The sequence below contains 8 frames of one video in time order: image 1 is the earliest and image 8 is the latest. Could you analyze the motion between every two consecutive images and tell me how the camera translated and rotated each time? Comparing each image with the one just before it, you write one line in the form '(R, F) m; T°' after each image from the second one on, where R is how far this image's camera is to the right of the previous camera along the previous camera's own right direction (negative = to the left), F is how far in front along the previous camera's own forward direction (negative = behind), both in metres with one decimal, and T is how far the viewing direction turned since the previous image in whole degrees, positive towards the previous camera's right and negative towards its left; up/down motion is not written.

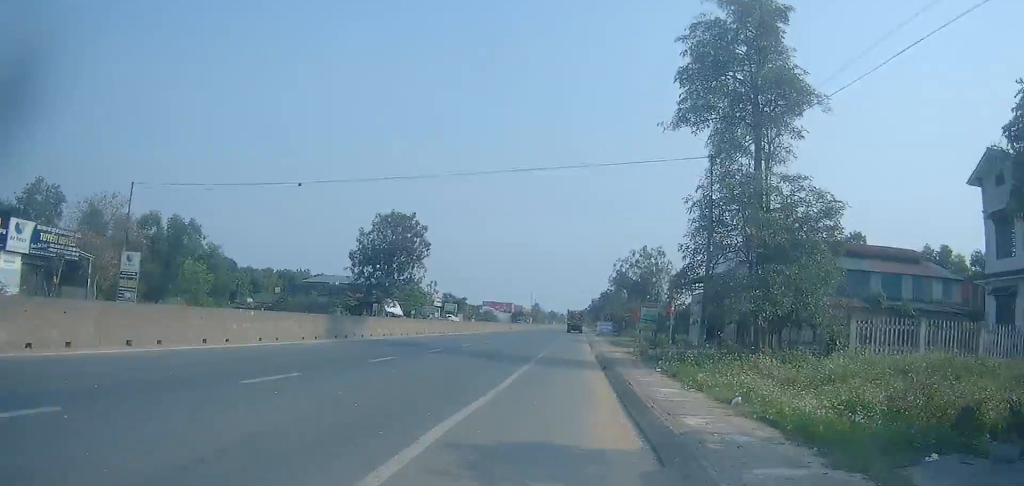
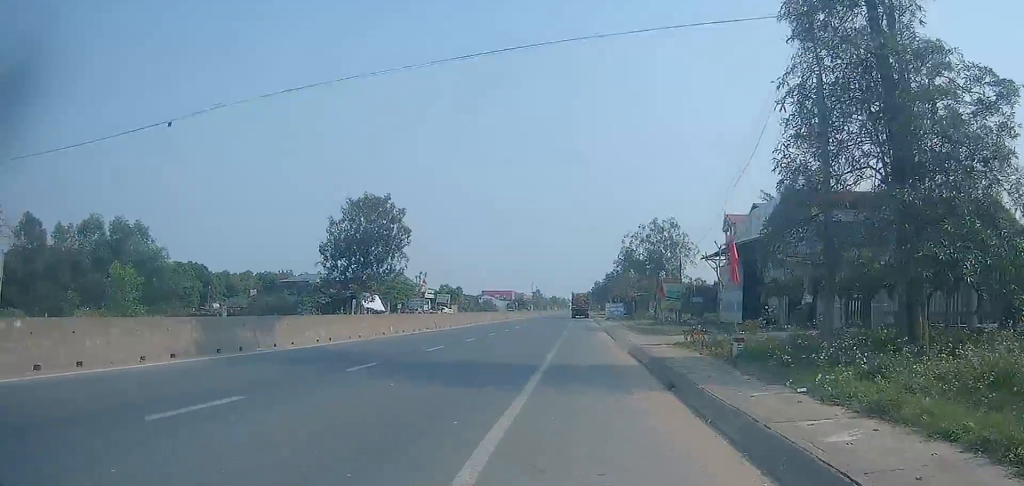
(+0.4, +10.9) m; +6°
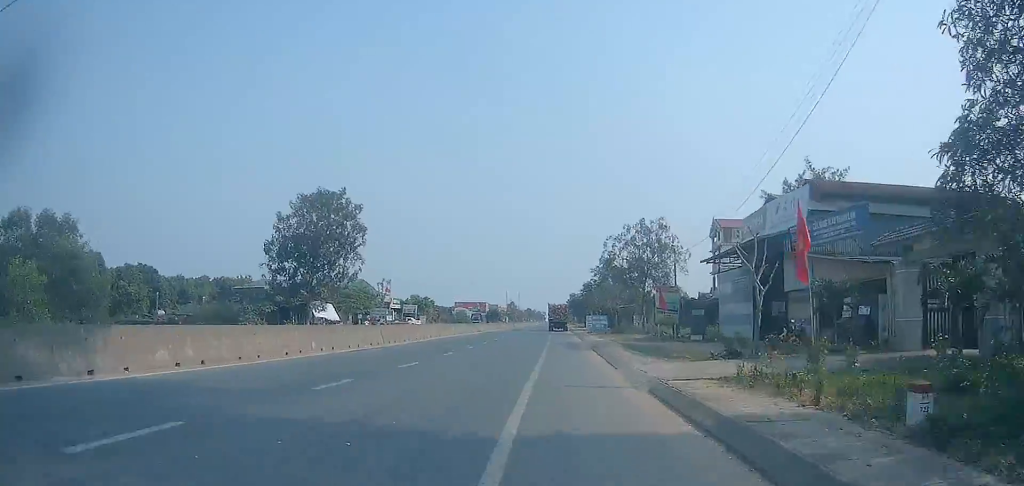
(+0.3, +8.6) m; +2°
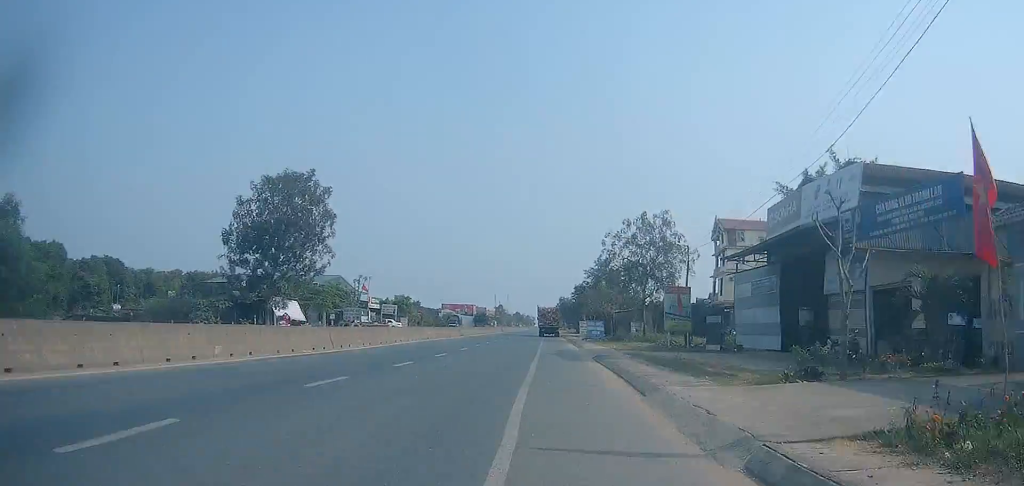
(0.0, +7.1) m; 0°
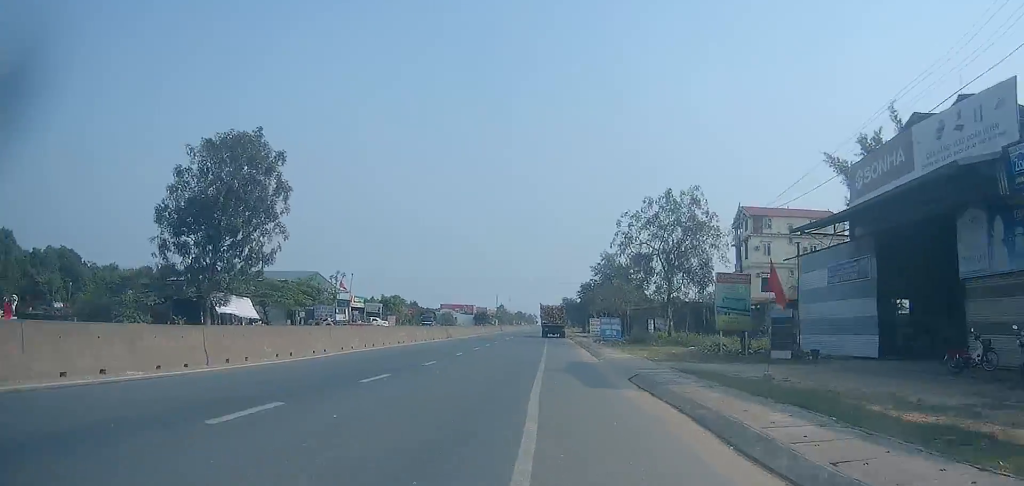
(0.0, +11.1) m; 0°
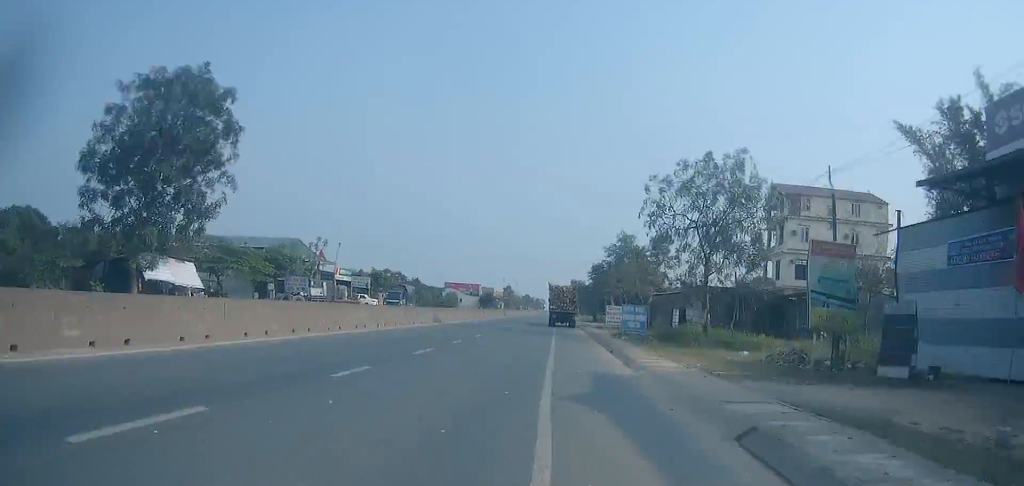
(+0.1, +9.5) m; 0°
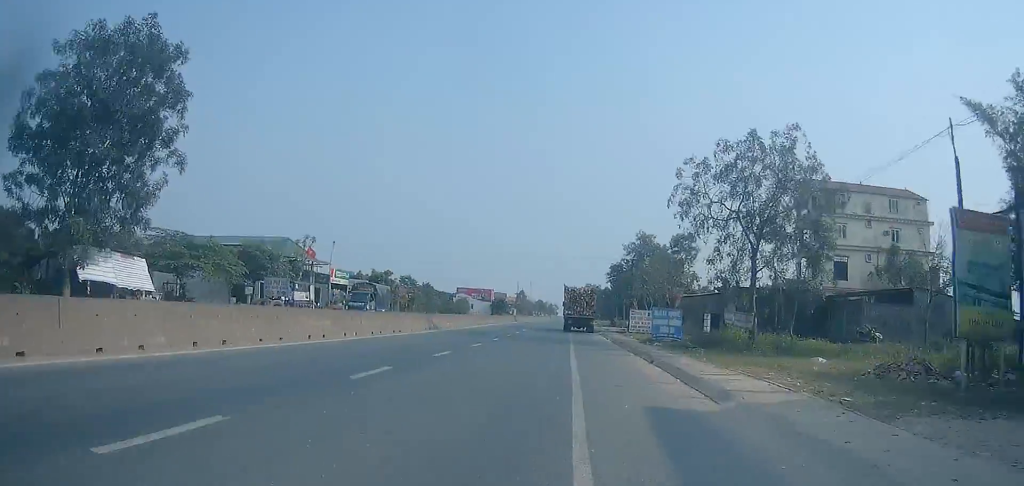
(0.0, +6.8) m; 0°
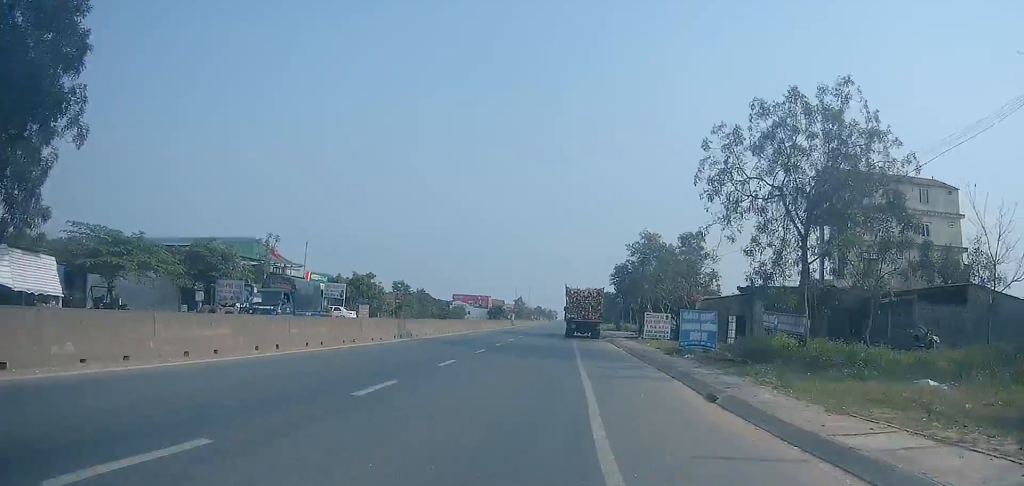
(0.0, +6.8) m; 0°
